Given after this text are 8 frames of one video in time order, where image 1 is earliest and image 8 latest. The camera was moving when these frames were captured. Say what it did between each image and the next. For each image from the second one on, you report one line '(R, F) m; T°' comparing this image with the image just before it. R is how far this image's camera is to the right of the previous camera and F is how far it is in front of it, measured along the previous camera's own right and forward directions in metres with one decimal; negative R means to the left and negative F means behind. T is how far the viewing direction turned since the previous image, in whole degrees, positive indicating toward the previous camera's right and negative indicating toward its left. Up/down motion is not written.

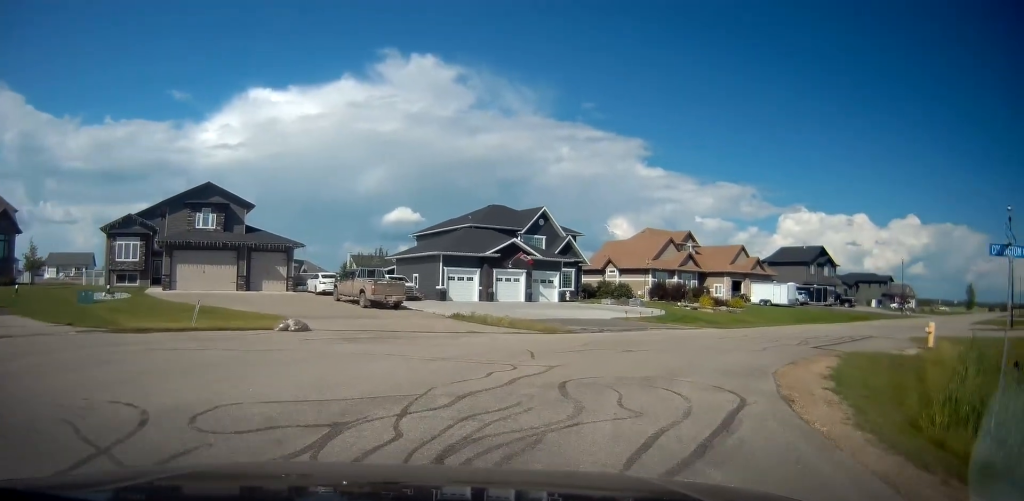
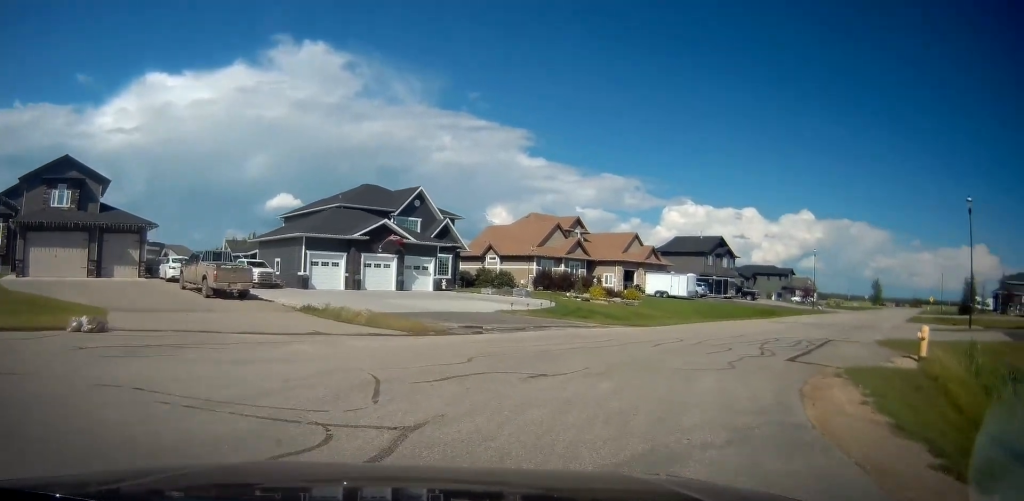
(+0.6, +4.9) m; +12°
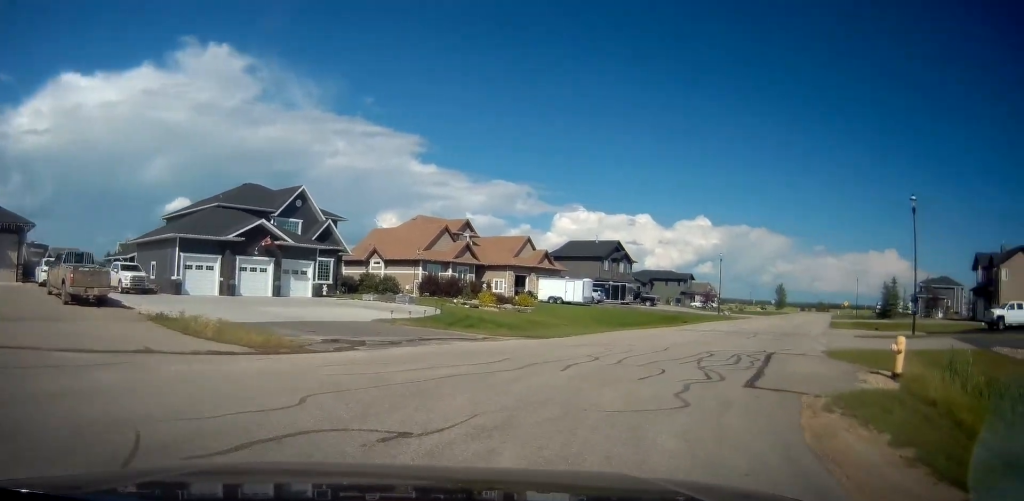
(-0.1, +3.1) m; +8°
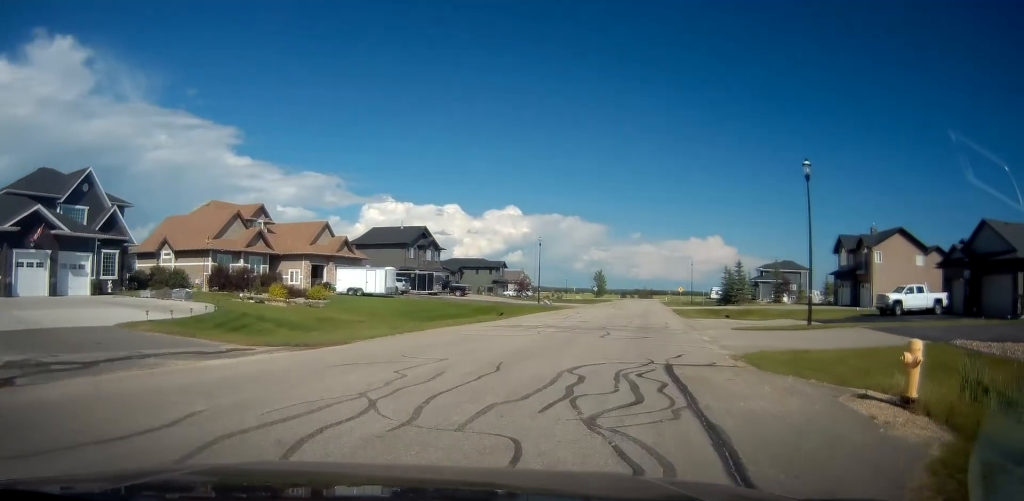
(+1.1, +5.8) m; +22°
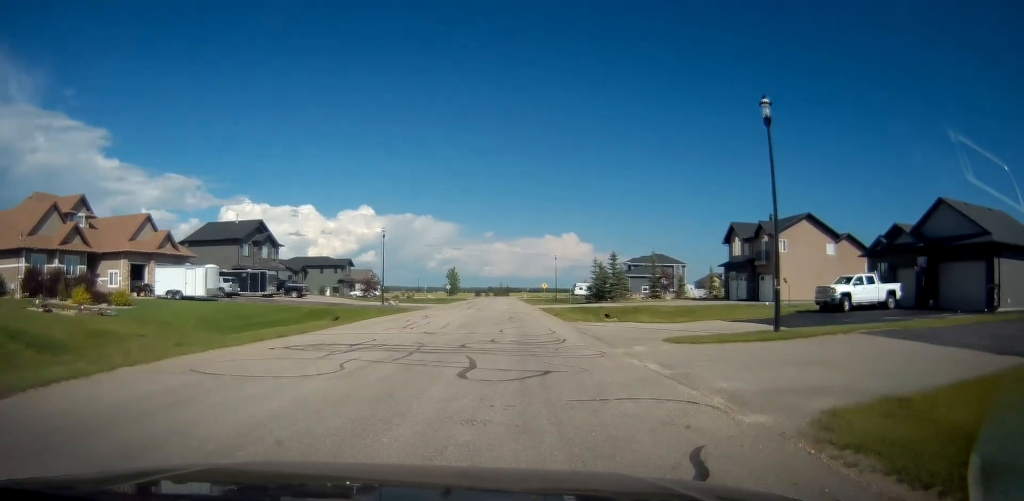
(+1.4, +8.5) m; +10°
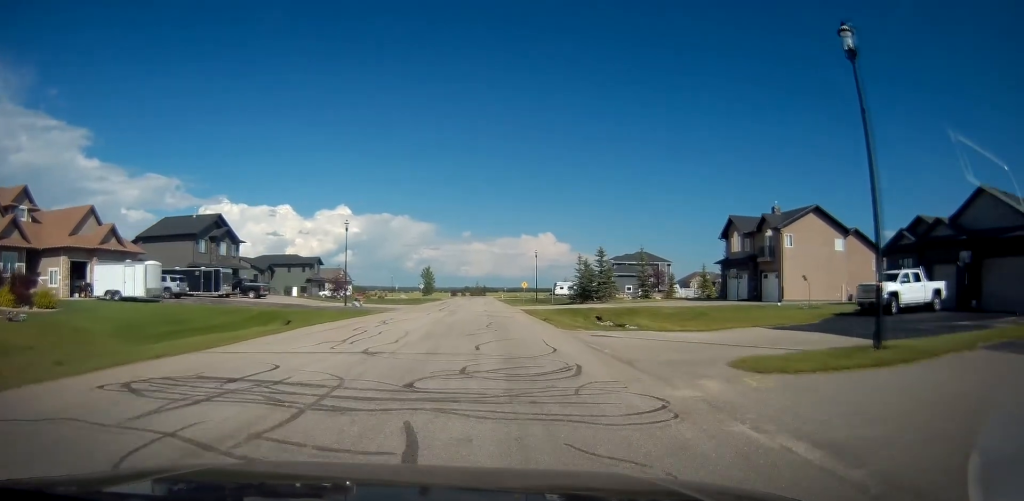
(0.0, +6.1) m; 0°
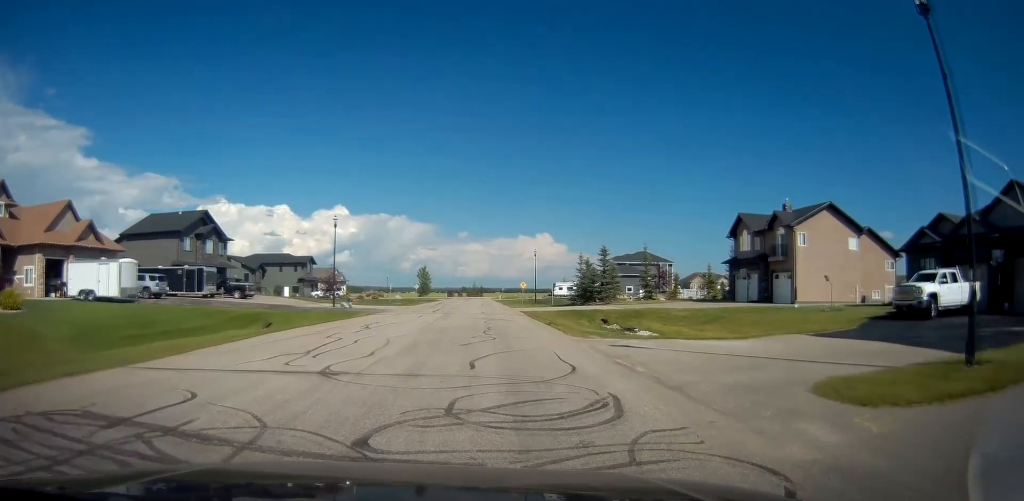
(0.0, +3.0) m; 0°
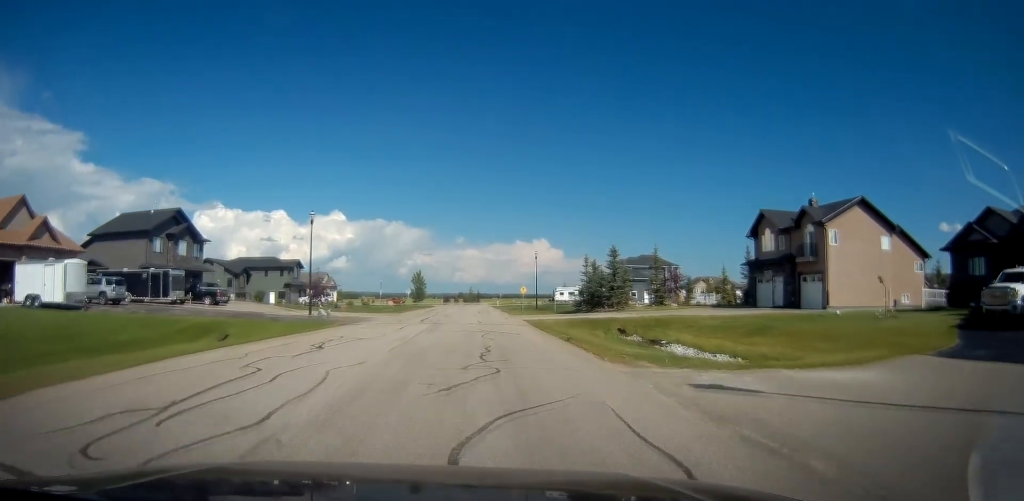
(0.0, +5.9) m; 0°
